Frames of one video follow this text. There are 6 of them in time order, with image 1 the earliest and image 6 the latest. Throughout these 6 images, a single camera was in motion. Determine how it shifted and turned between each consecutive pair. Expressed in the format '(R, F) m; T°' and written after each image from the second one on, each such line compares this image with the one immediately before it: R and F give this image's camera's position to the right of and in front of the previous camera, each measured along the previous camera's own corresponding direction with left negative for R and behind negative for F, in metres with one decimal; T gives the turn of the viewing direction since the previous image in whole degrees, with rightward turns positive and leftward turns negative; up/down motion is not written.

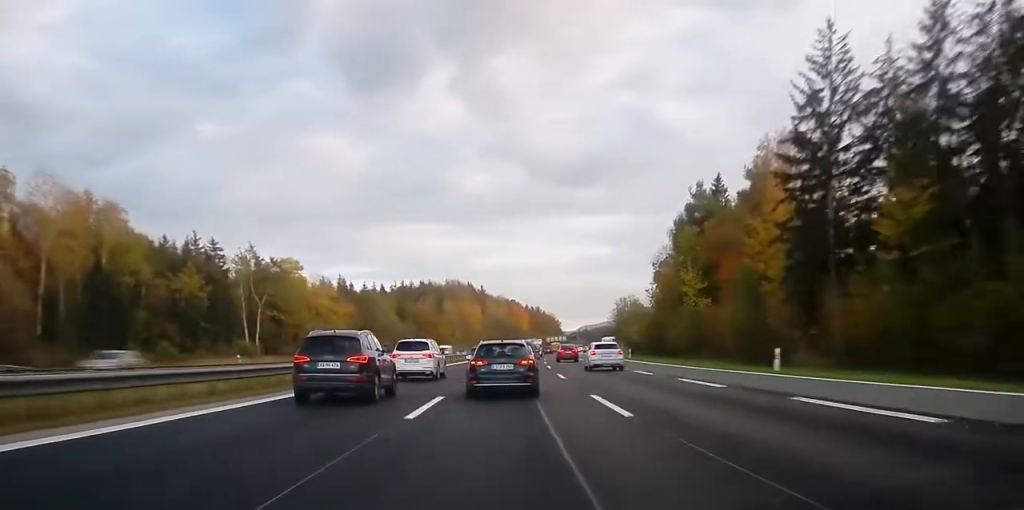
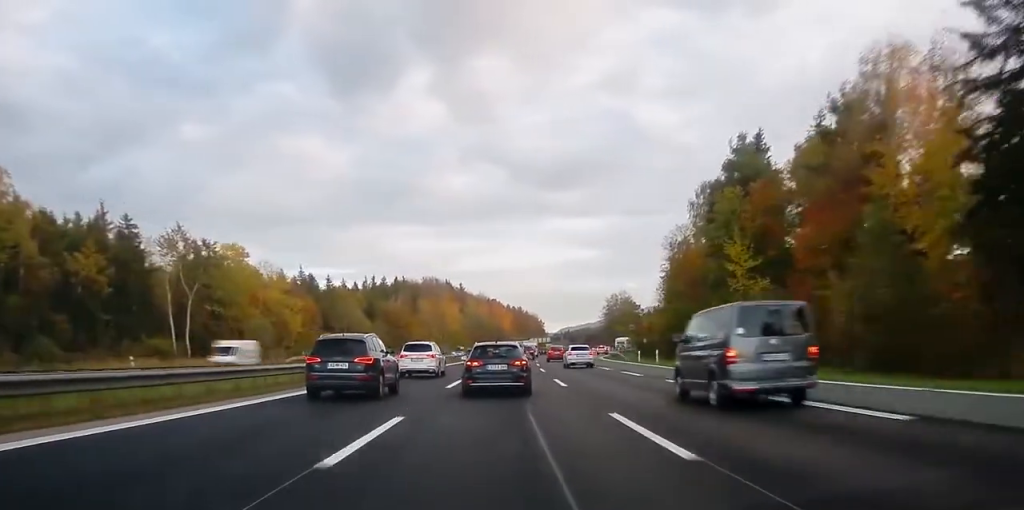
(+0.2, +24.9) m; +1°
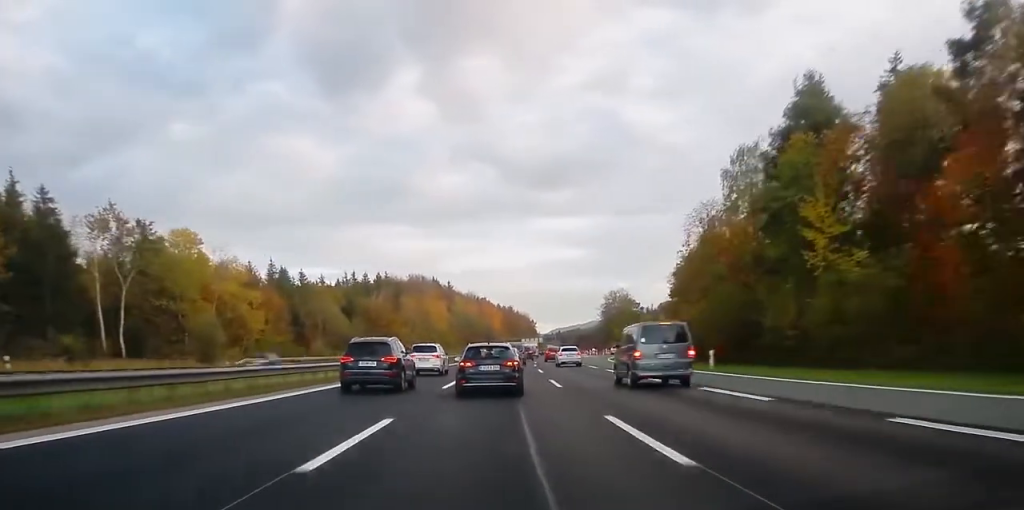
(+0.3, +18.3) m; 0°
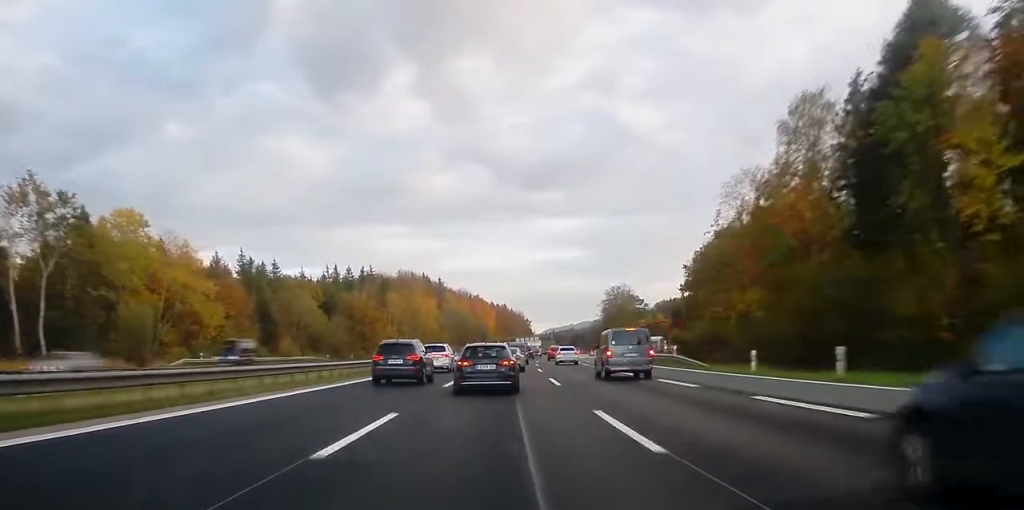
(+0.2, +17.1) m; 0°
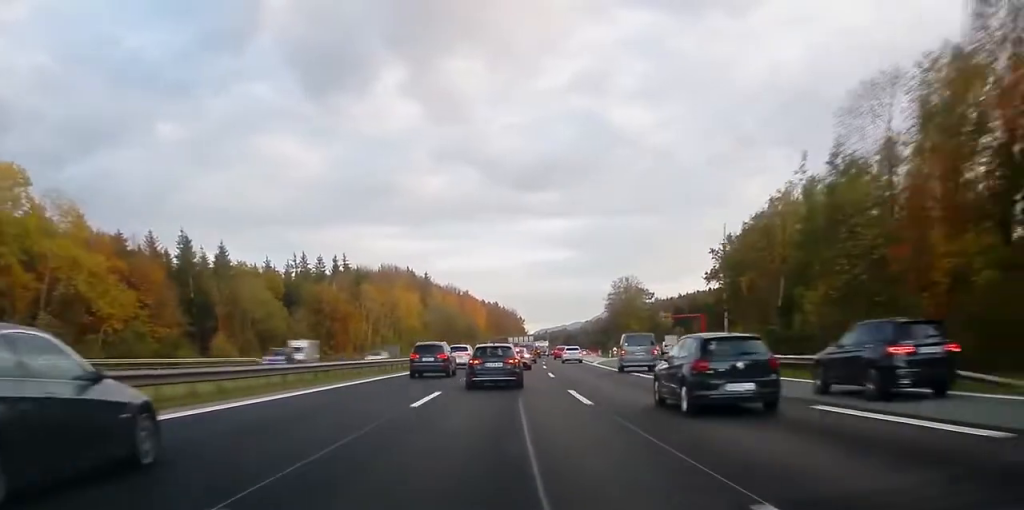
(-0.1, +27.2) m; 0°
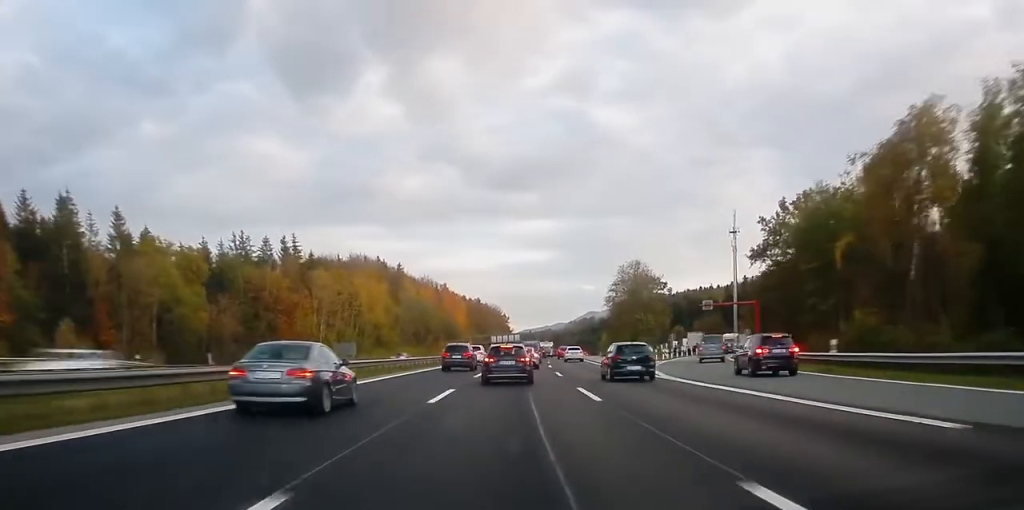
(+0.4, +34.6) m; +2°
